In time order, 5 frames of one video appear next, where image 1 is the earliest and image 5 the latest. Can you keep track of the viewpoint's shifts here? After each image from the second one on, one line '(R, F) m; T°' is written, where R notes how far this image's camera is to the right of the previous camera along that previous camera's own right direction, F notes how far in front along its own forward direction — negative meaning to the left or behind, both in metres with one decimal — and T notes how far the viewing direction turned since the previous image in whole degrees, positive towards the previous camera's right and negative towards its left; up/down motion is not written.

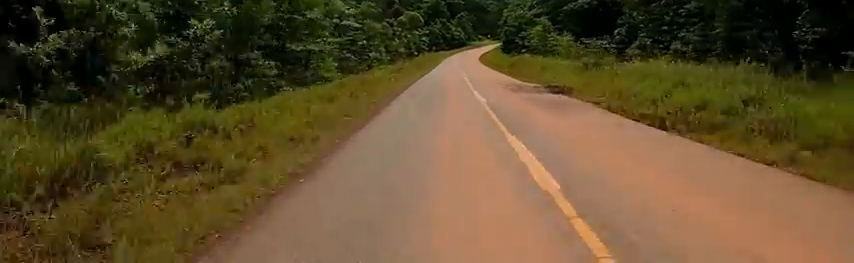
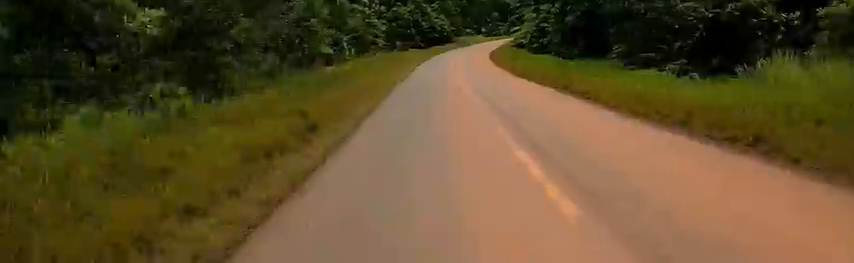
(+3.3, +42.0) m; +9°
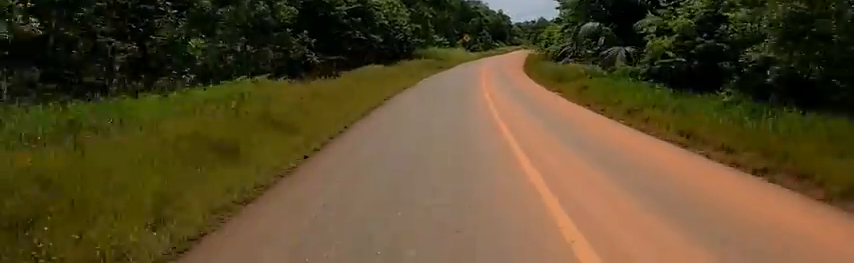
(+14.6, +42.2) m; +22°
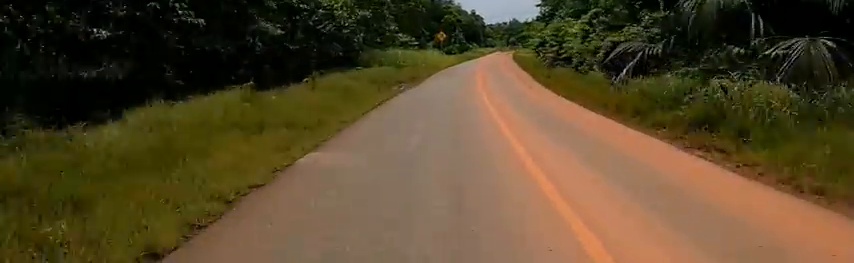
(-2.2, +14.3) m; -13°
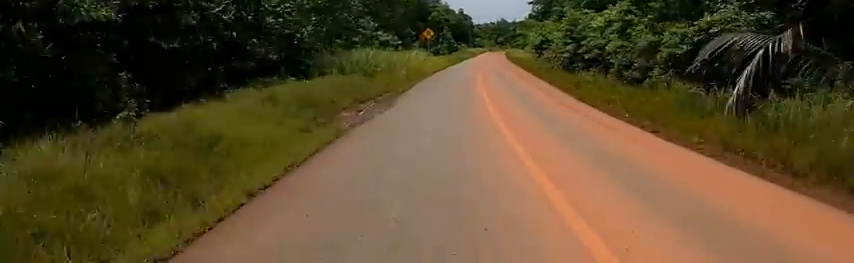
(-0.5, +7.2) m; -3°
